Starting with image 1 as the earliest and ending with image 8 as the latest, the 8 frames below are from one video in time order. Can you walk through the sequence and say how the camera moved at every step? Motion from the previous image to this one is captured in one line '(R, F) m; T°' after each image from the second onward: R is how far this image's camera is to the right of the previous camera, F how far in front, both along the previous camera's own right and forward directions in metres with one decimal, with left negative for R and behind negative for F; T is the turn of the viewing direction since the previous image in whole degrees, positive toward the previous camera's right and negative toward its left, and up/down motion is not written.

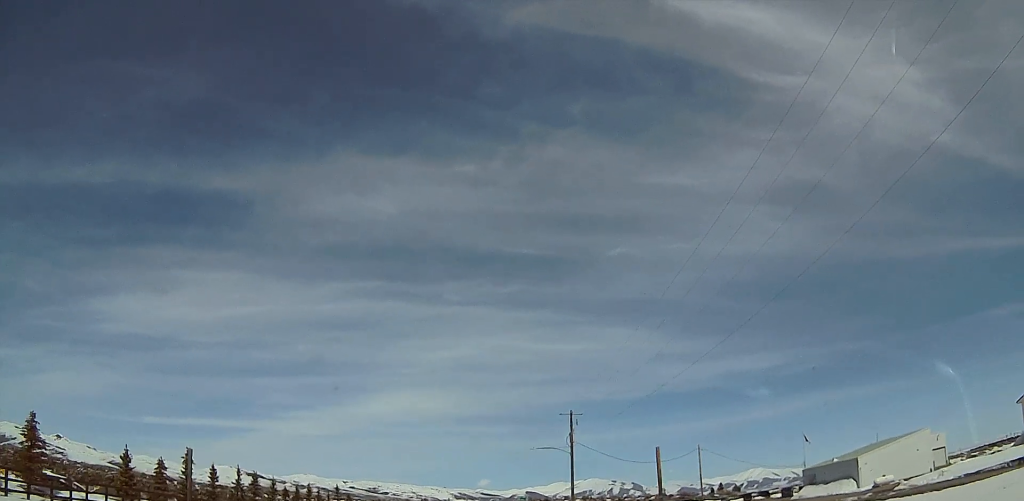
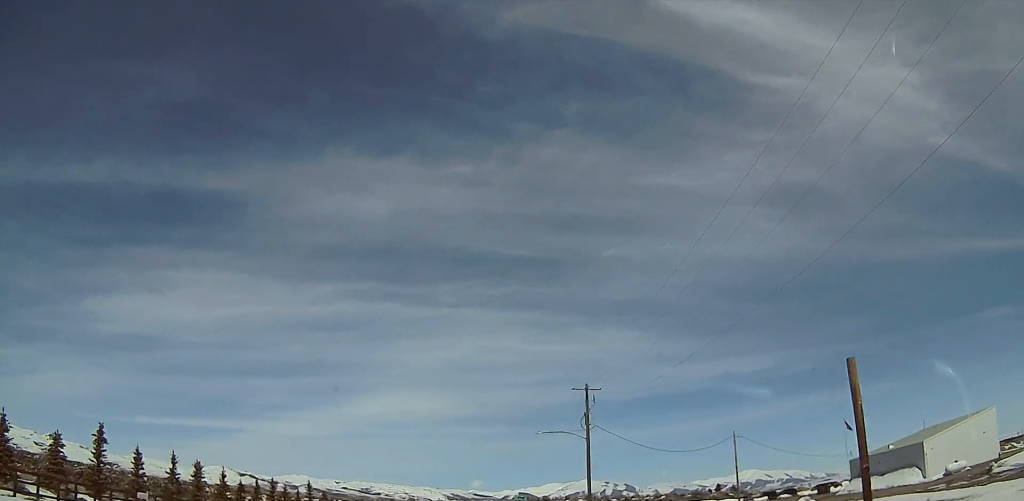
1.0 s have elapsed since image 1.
(+0.2, +14.8) m; +1°
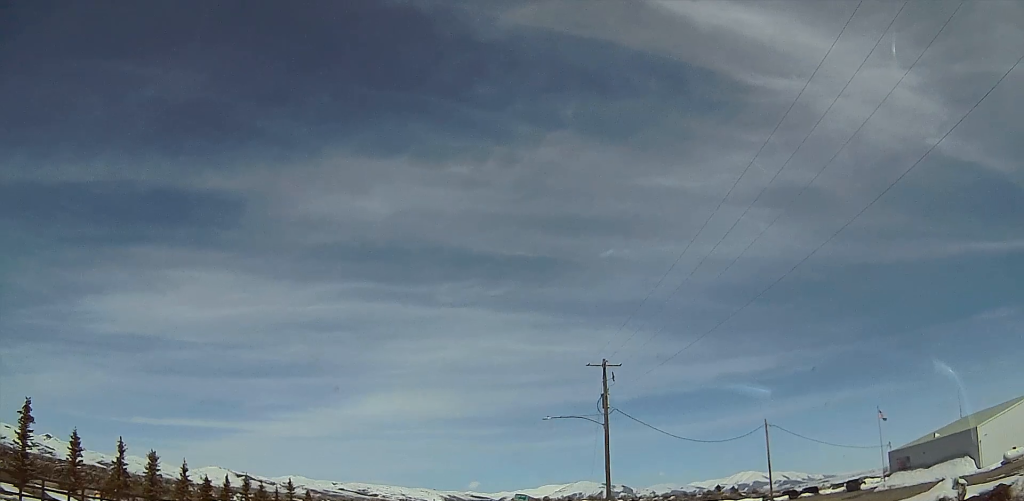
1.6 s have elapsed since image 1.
(+0.1, +9.2) m; -1°
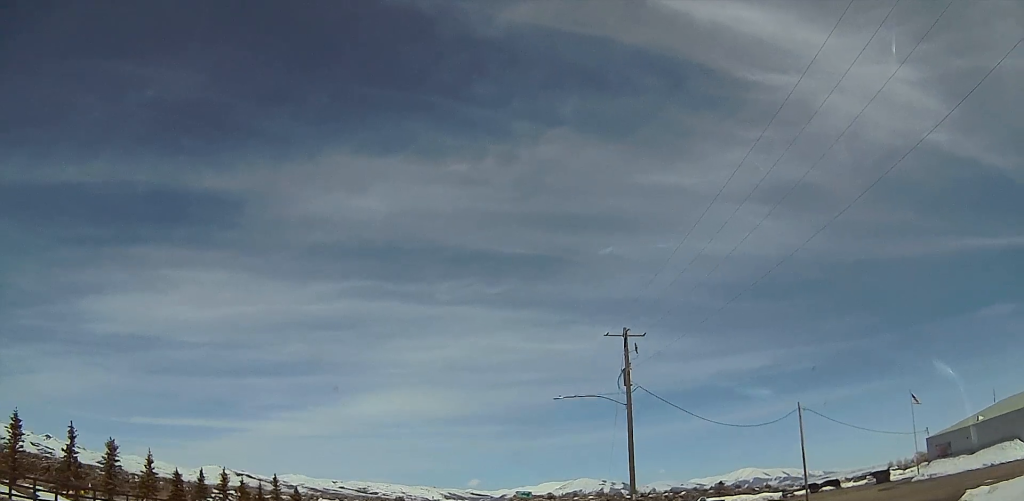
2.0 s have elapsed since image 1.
(-0.1, +7.1) m; 0°
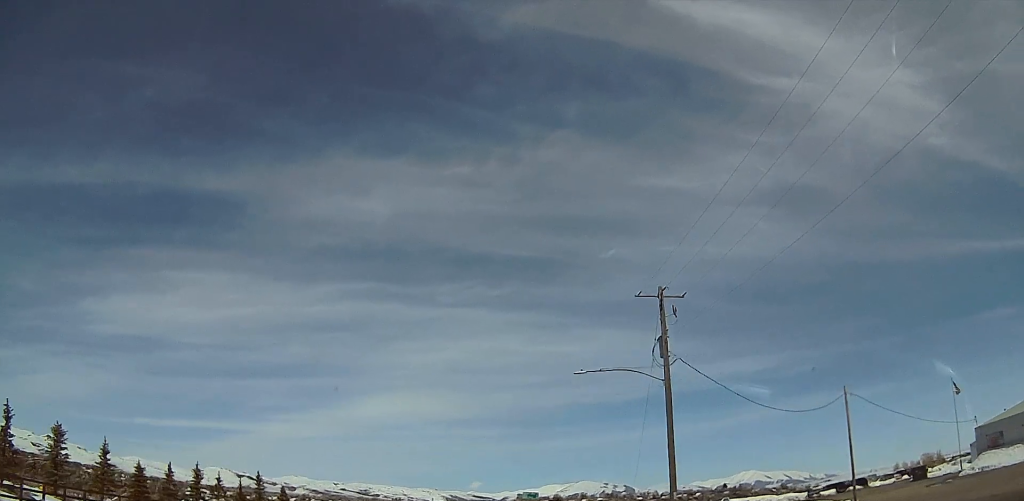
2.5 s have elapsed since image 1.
(-0.1, +7.6) m; 0°
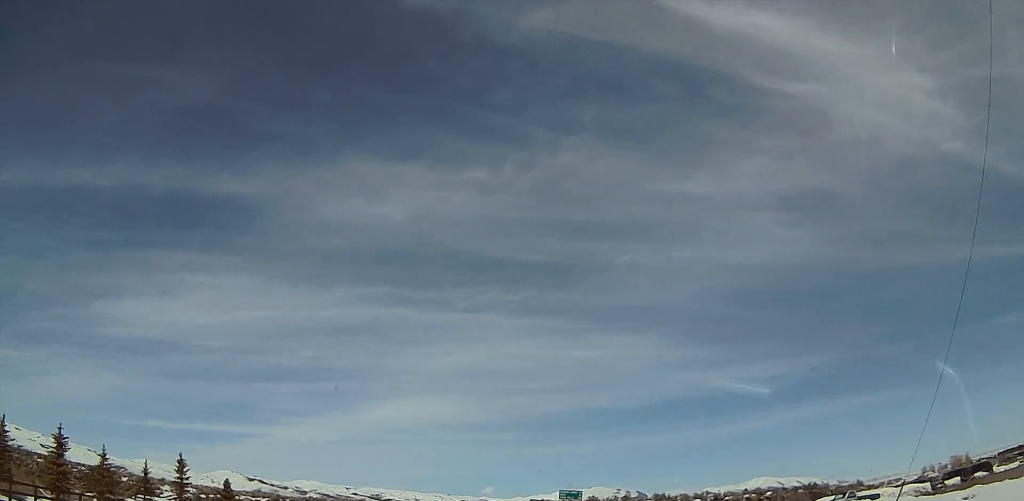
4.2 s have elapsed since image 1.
(+0.3, +25.4) m; +1°
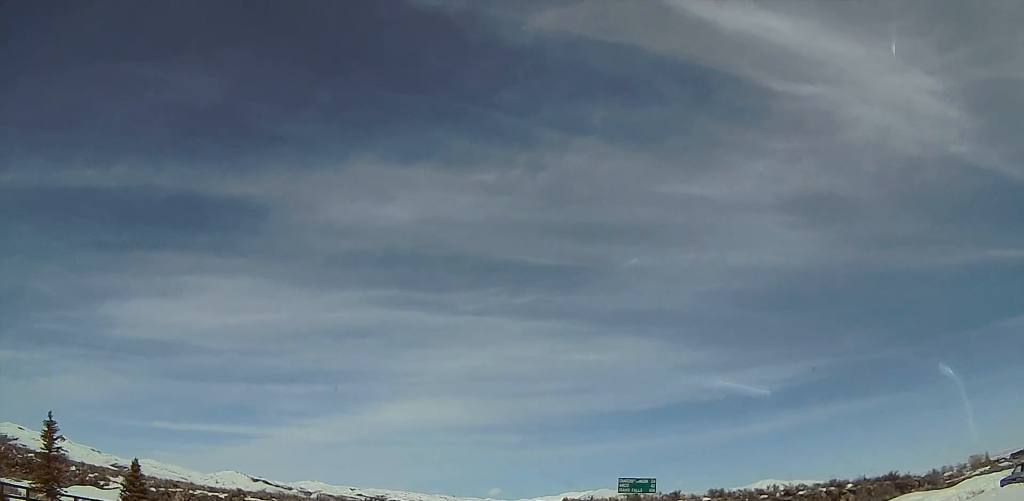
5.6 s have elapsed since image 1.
(0.0, +20.7) m; 0°
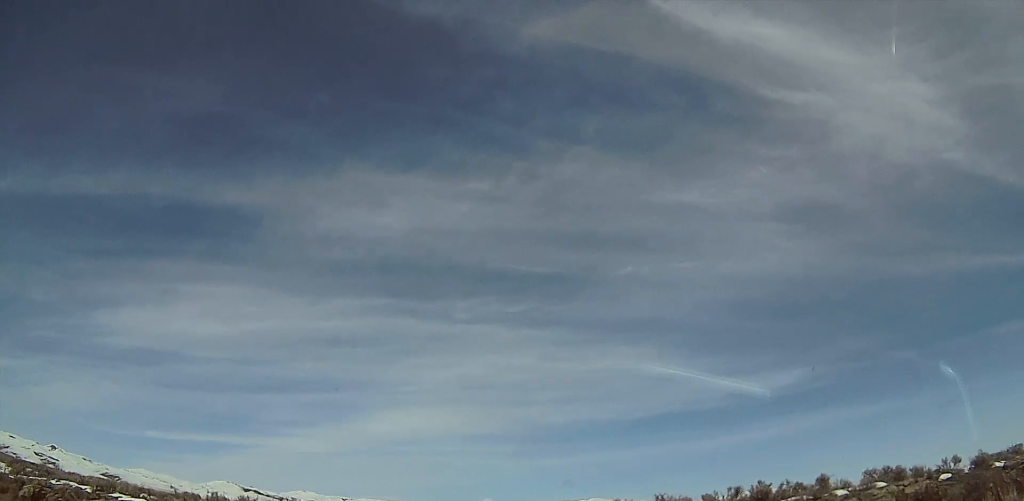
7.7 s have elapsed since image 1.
(0.0, +32.3) m; 0°
